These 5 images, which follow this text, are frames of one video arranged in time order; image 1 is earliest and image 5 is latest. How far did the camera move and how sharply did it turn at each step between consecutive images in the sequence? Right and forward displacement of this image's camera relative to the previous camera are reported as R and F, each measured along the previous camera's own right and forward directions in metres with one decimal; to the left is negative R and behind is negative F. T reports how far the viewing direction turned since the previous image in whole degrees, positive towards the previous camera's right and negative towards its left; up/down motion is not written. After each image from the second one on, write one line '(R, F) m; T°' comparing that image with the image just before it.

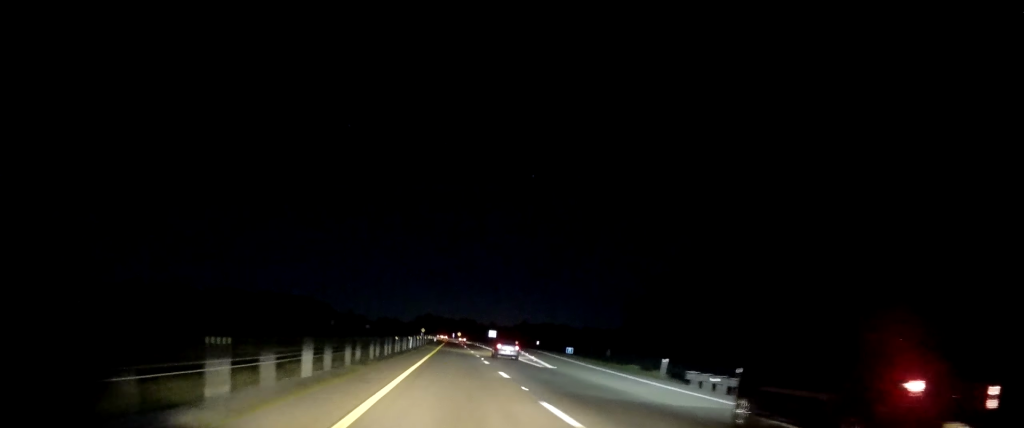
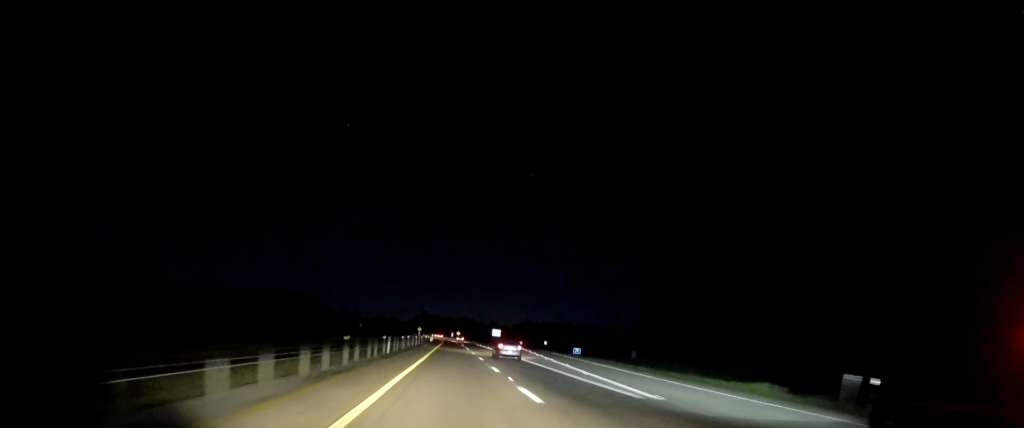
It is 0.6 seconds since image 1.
(+0.2, +19.3) m; 0°
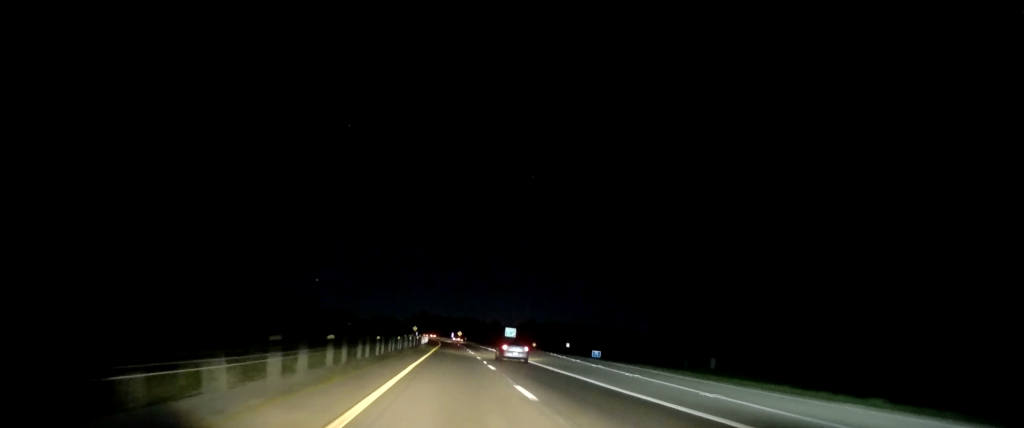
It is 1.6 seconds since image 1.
(-0.6, +35.1) m; -1°
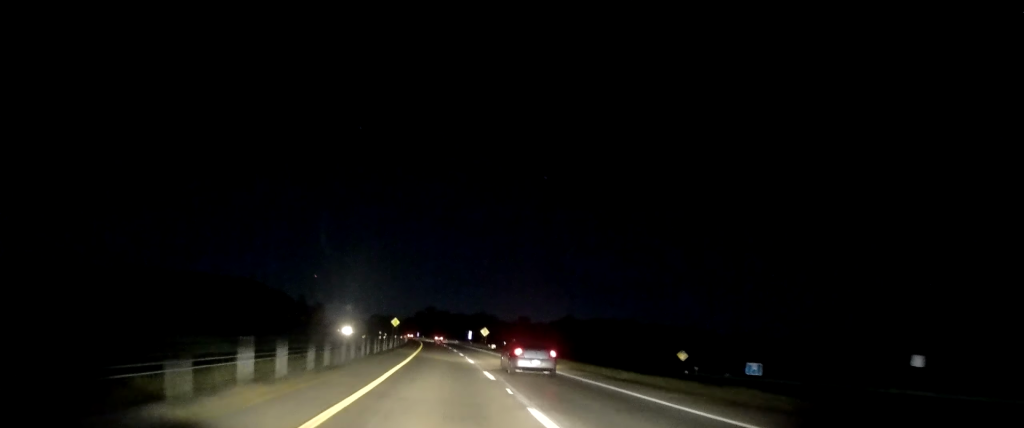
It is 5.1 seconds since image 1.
(+2.2, +116.1) m; +1°
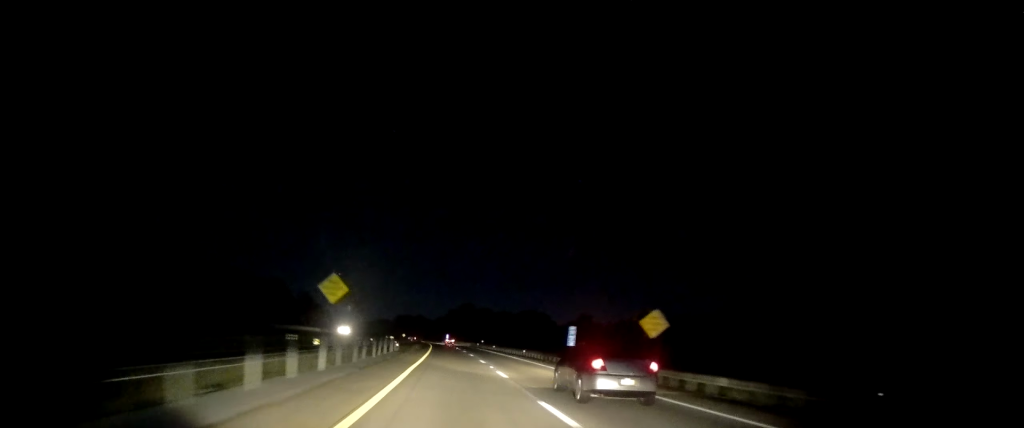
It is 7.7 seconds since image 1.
(-3.5, +84.7) m; -4°
